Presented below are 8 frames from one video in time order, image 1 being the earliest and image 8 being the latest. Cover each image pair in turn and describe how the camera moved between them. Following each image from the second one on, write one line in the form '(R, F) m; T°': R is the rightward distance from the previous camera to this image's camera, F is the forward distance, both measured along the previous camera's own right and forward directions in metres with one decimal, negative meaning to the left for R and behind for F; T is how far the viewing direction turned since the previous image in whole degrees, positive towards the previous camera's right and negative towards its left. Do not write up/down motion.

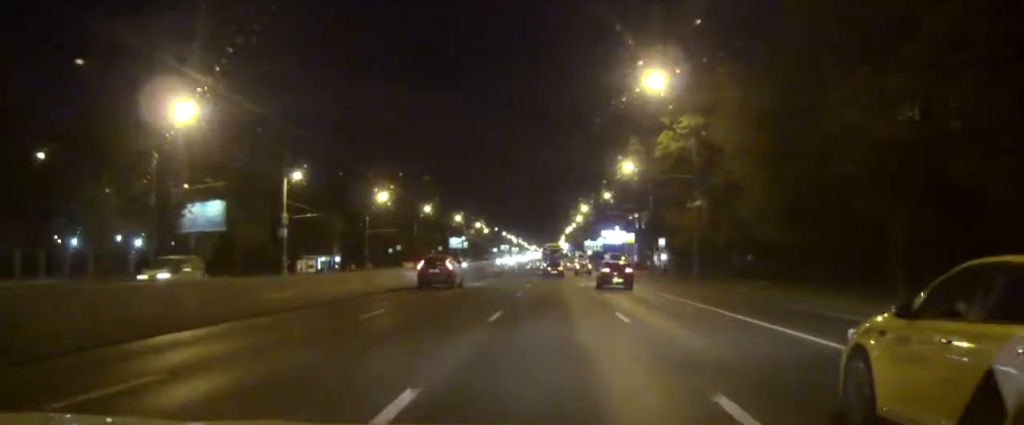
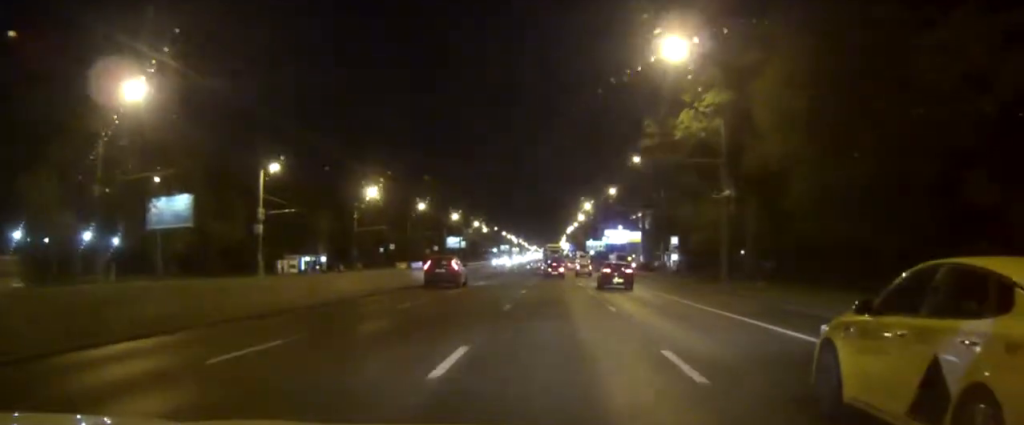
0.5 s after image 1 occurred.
(0.0, +7.8) m; 0°
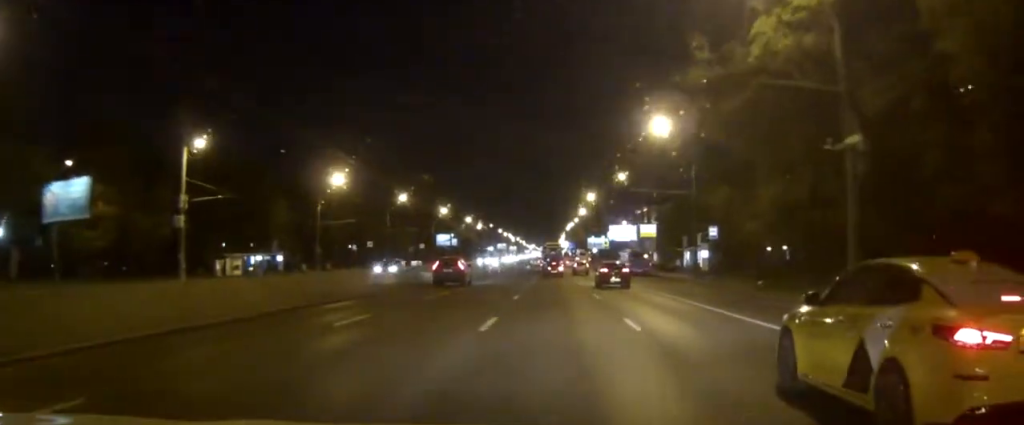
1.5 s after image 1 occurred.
(+0.1, +17.8) m; 0°
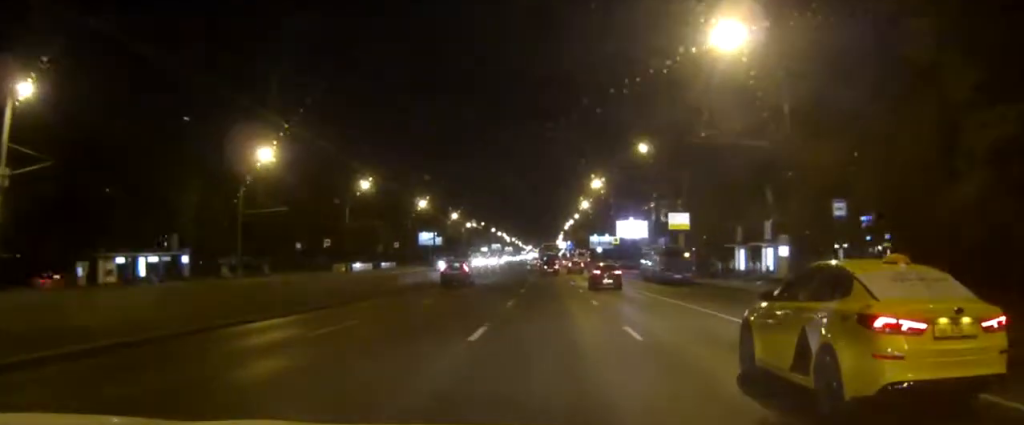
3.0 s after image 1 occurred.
(+0.1, +25.1) m; 0°
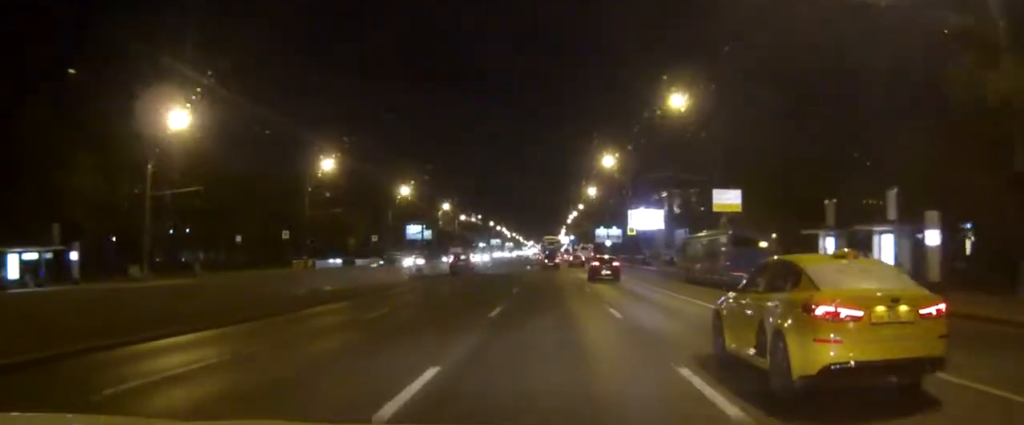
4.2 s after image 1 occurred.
(-0.1, +19.0) m; 0°
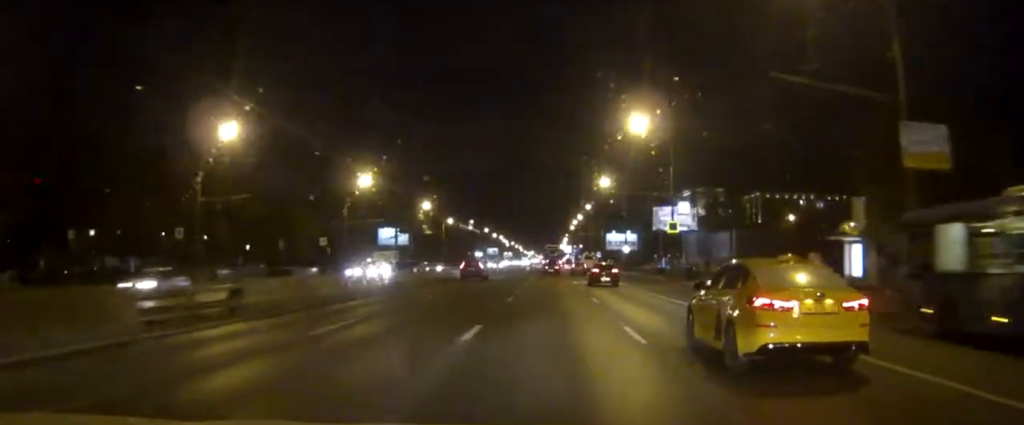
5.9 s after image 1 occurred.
(-0.1, +29.4) m; 0°
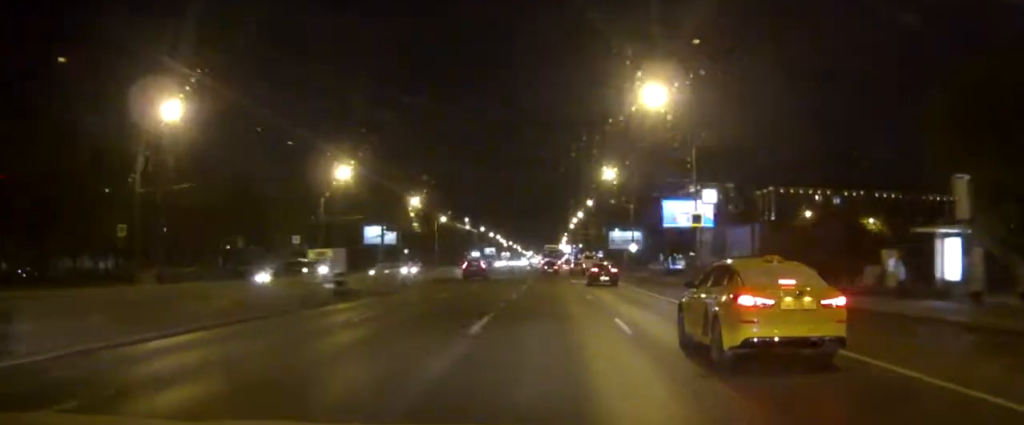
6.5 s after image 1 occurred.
(0.0, +10.2) m; 0°
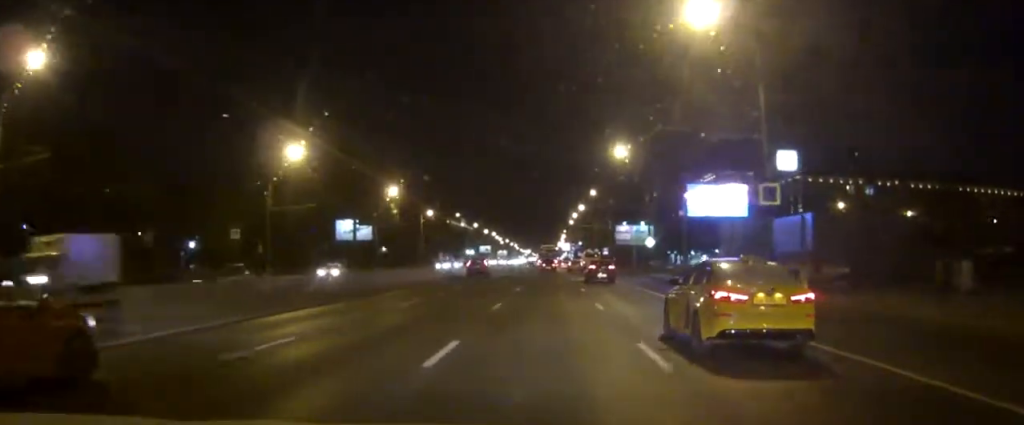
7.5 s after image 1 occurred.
(0.0, +17.0) m; 0°
